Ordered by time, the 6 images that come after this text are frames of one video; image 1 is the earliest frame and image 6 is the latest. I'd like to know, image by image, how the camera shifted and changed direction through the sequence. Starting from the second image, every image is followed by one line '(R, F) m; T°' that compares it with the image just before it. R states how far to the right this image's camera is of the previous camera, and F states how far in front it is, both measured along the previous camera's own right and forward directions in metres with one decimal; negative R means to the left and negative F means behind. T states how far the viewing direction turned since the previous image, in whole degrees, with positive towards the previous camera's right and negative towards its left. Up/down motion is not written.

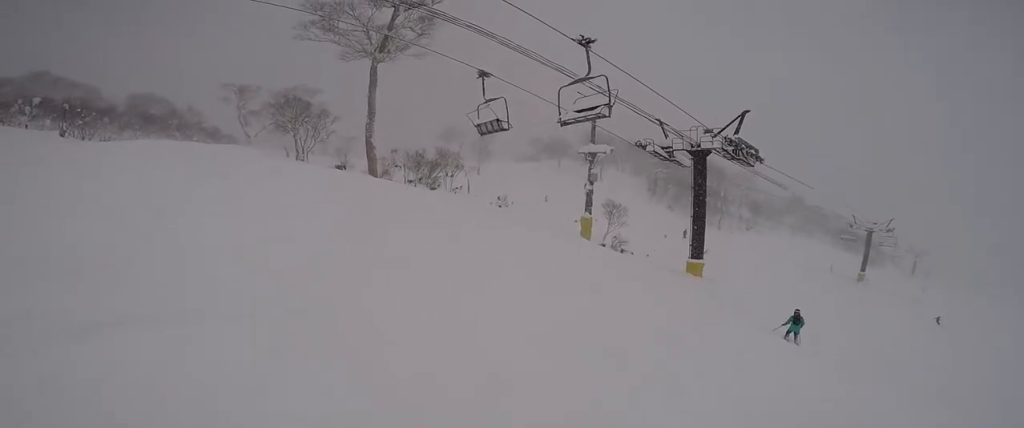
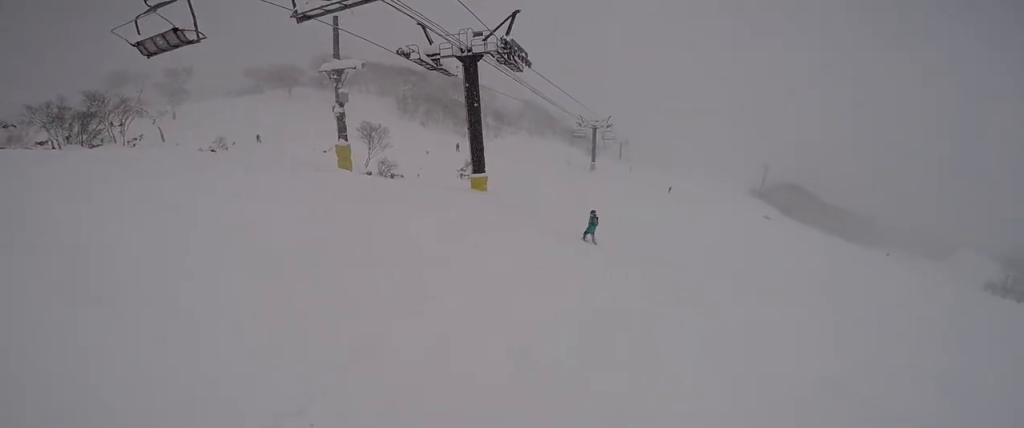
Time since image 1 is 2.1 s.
(+0.6, +3.7) m; +31°
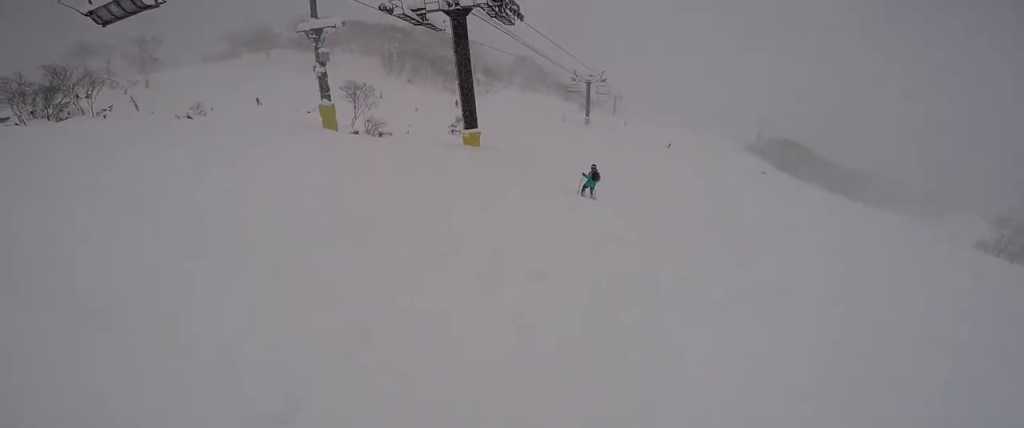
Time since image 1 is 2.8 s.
(+0.1, +1.0) m; +15°
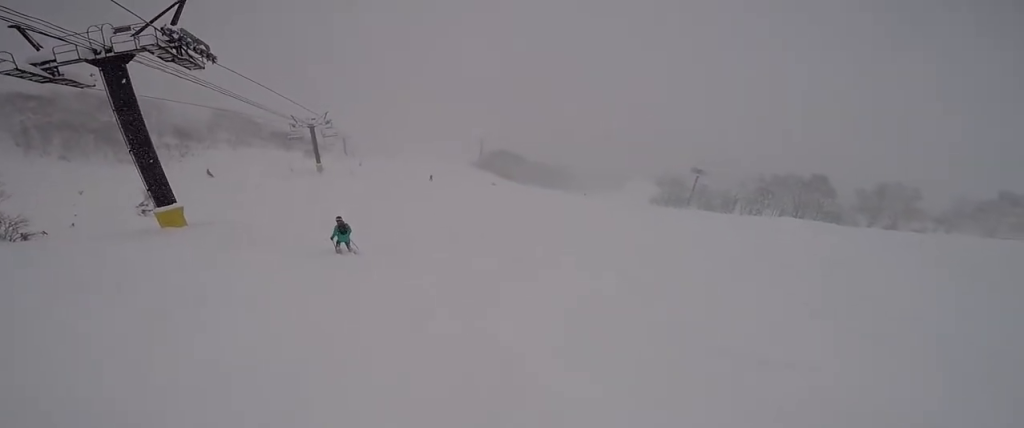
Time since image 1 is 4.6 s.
(+1.4, +3.8) m; +36°
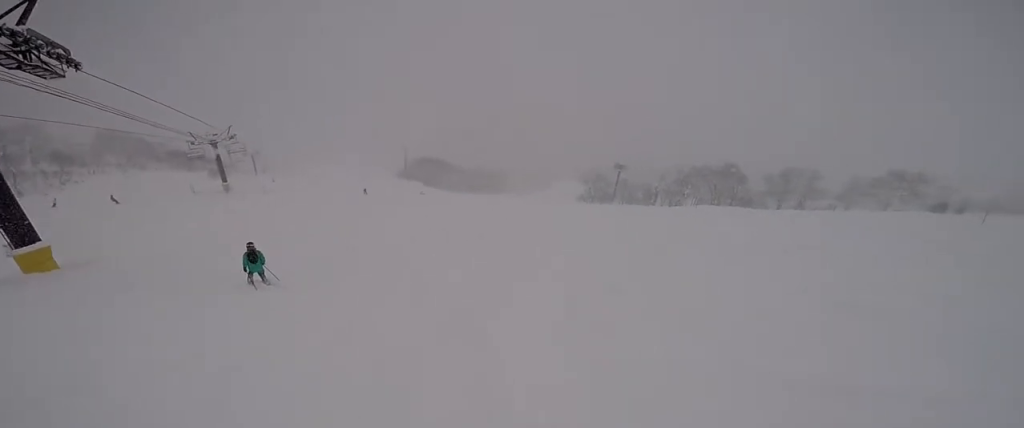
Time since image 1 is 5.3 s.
(+0.2, +1.8) m; +12°
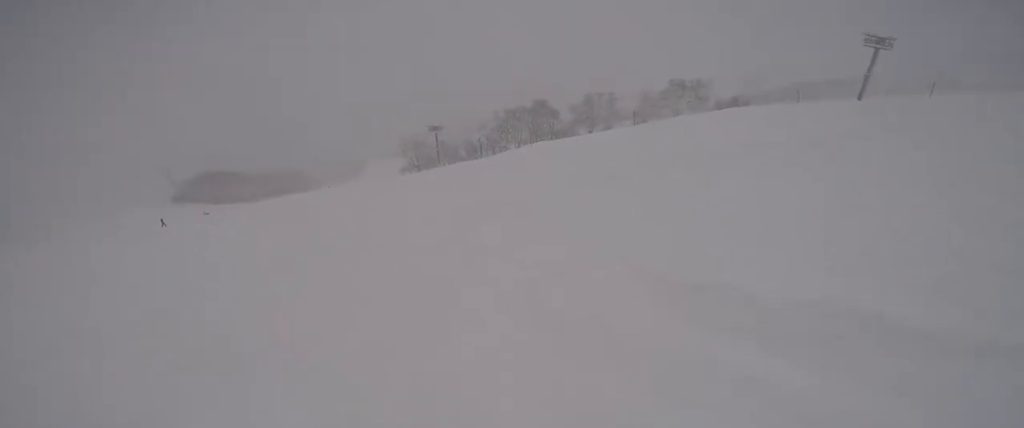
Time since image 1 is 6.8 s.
(+1.1, +4.5) m; +23°
